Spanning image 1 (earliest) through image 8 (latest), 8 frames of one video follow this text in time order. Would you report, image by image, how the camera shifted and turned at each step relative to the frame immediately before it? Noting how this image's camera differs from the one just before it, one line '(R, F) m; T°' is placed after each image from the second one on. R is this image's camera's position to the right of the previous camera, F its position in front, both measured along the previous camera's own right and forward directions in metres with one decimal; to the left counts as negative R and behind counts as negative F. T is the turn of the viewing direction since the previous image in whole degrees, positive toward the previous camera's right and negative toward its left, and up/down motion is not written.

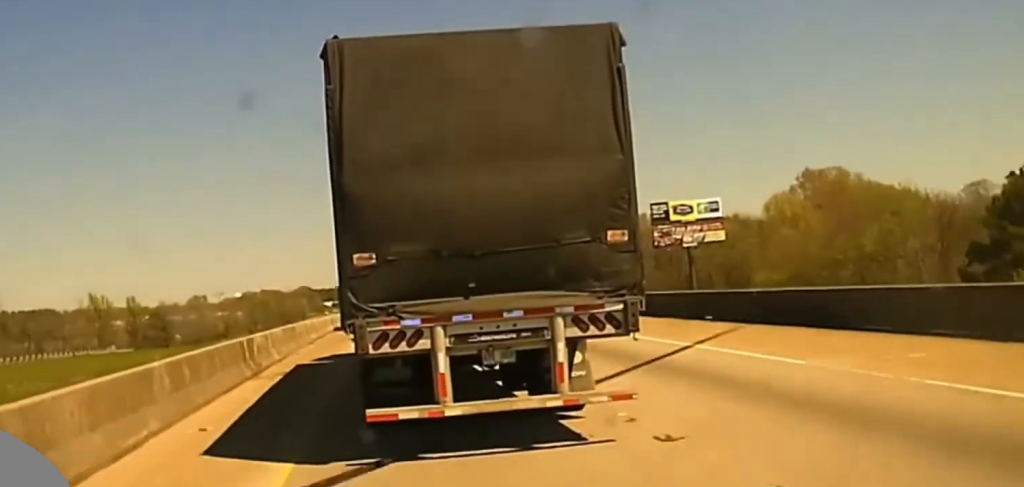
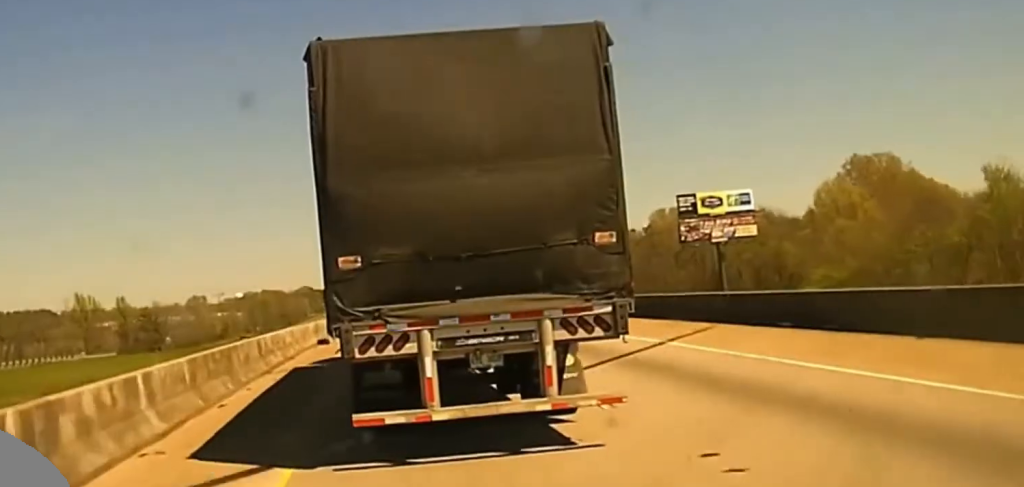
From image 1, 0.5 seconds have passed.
(-0.1, +16.0) m; 0°
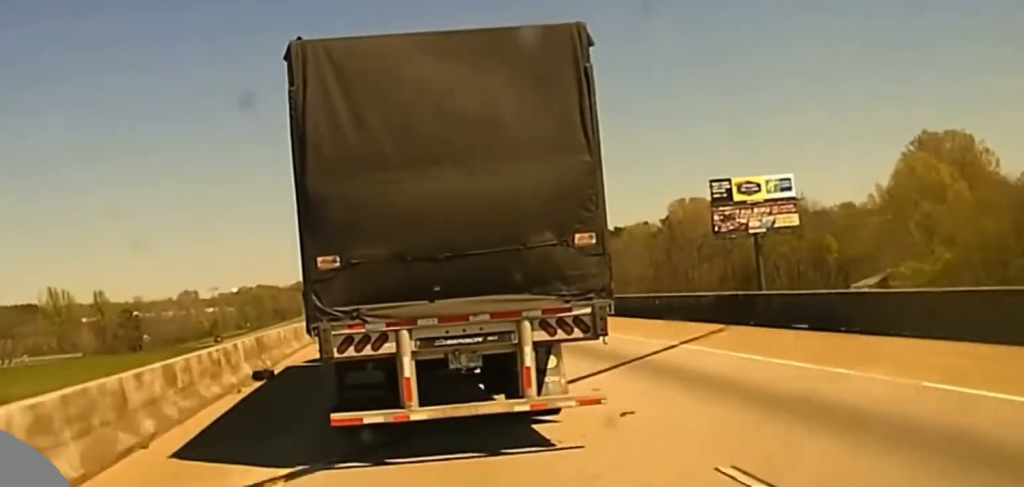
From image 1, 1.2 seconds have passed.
(0.0, +22.8) m; 0°
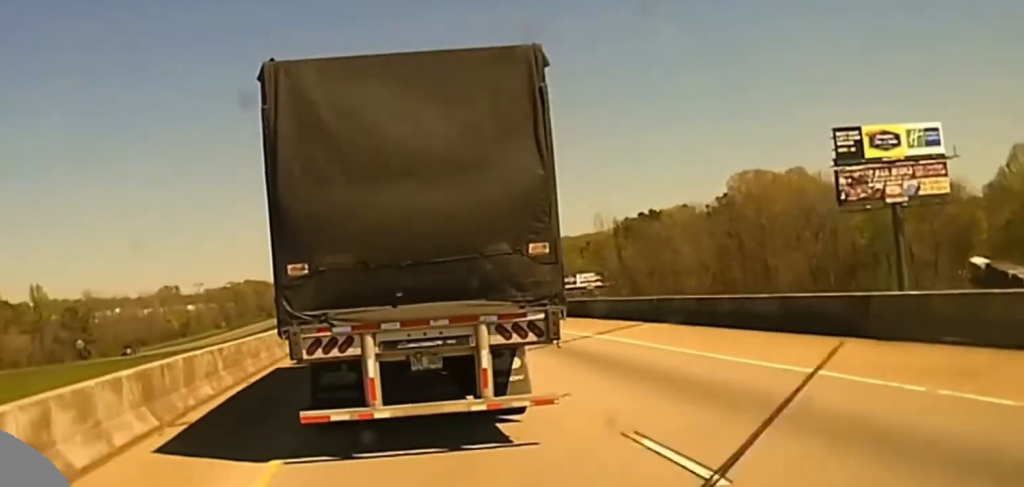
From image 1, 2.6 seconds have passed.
(-0.2, +47.5) m; 0°
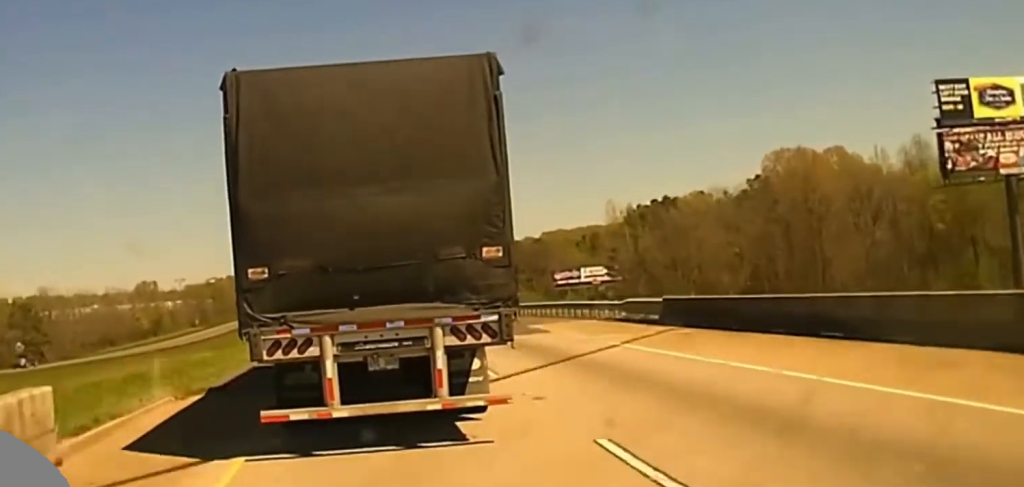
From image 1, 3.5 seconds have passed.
(+0.5, +28.9) m; +1°
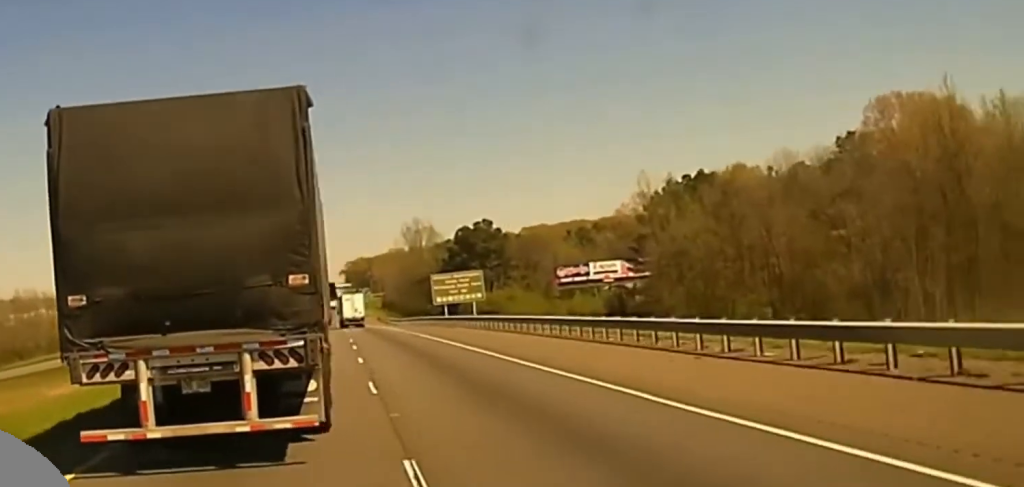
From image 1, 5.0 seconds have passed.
(+0.6, +45.4) m; +1°
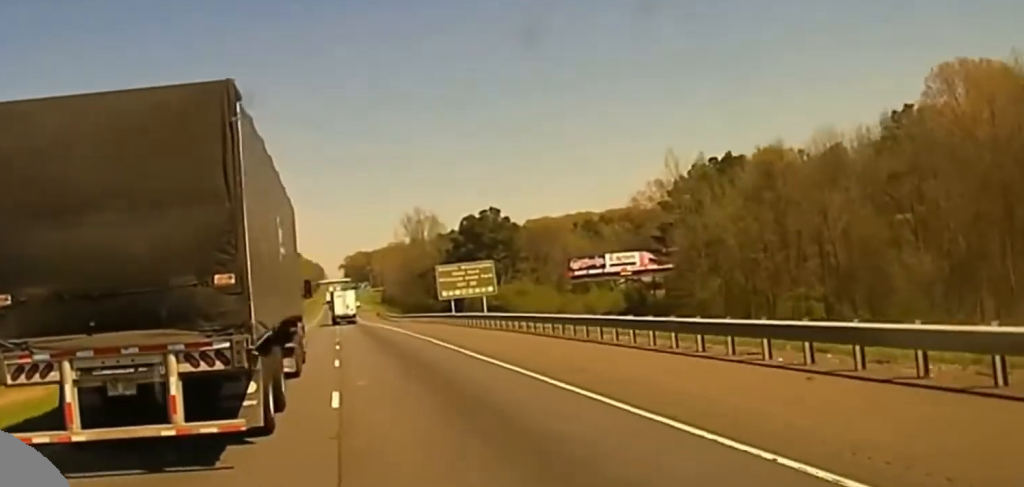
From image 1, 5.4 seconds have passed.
(+0.2, +14.1) m; 0°
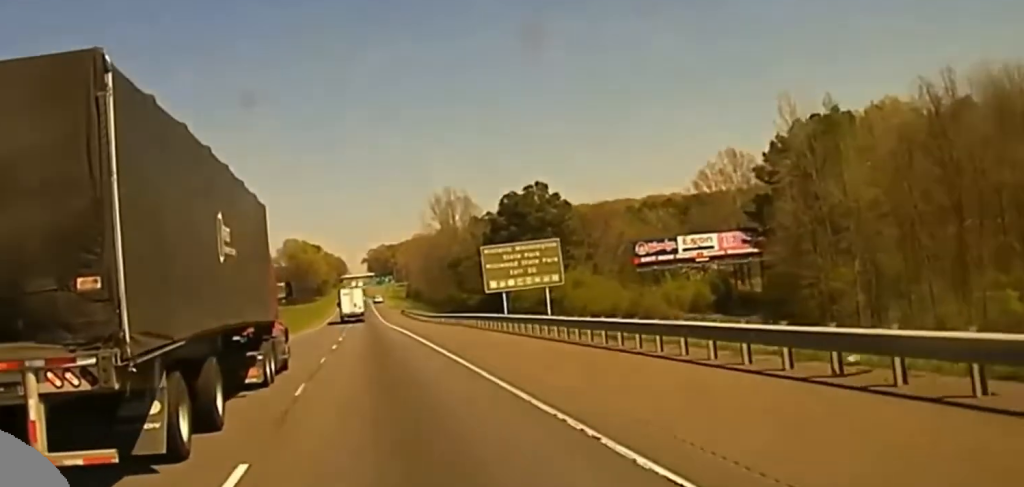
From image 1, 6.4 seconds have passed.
(-0.3, +32.2) m; -1°
